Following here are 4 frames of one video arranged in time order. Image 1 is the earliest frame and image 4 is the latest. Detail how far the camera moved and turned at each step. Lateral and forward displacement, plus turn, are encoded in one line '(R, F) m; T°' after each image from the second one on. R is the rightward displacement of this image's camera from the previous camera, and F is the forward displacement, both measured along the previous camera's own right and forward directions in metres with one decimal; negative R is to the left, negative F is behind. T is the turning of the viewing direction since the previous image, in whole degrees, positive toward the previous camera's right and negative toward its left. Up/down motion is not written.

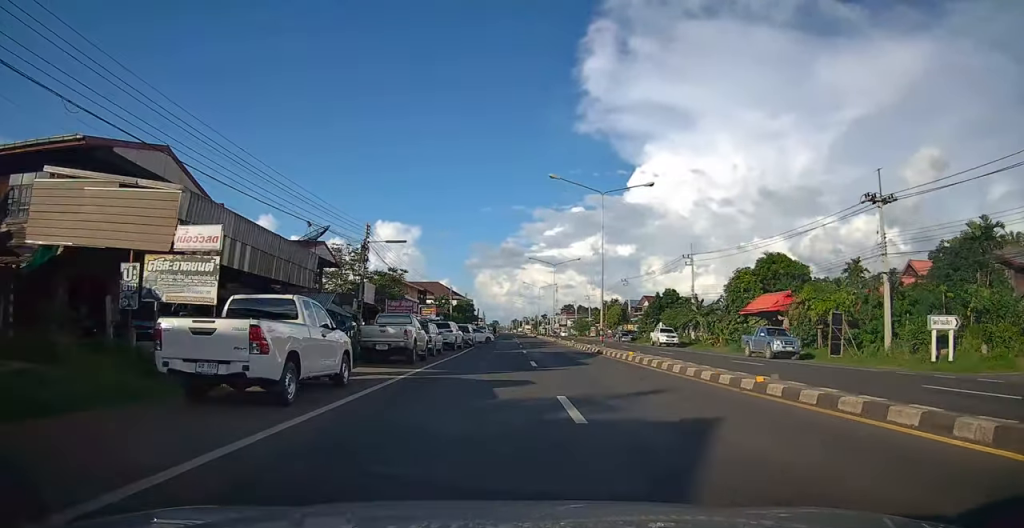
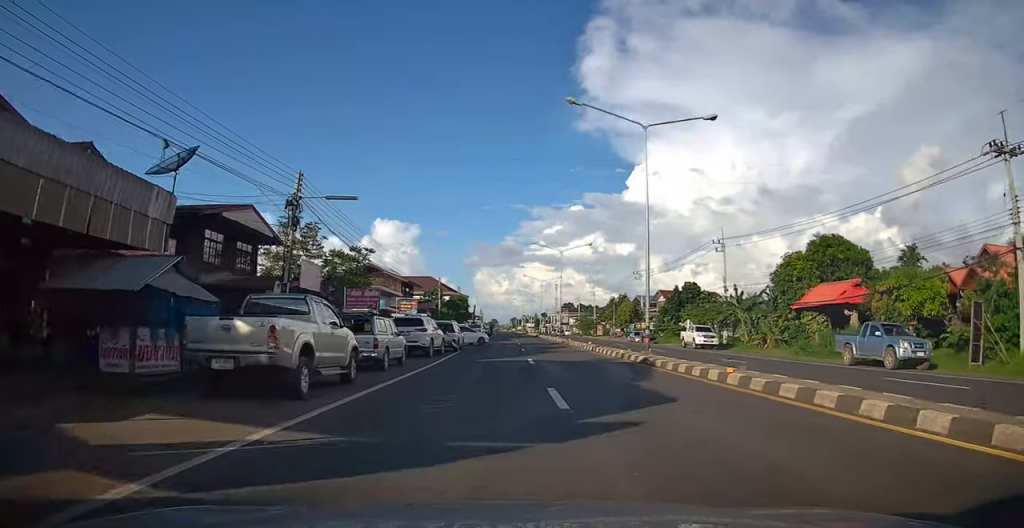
(0.0, +10.8) m; 0°
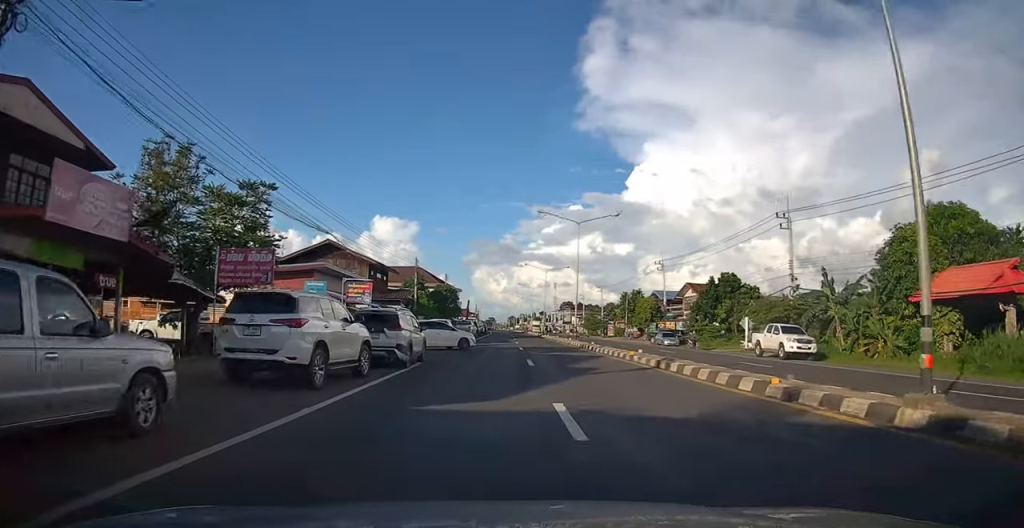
(0.0, +14.1) m; +1°
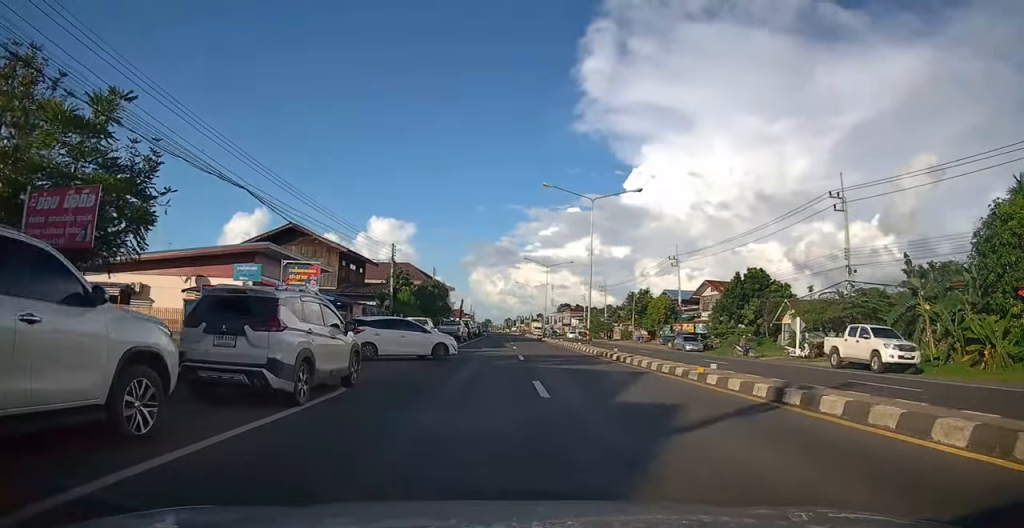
(0.0, +7.9) m; 0°
